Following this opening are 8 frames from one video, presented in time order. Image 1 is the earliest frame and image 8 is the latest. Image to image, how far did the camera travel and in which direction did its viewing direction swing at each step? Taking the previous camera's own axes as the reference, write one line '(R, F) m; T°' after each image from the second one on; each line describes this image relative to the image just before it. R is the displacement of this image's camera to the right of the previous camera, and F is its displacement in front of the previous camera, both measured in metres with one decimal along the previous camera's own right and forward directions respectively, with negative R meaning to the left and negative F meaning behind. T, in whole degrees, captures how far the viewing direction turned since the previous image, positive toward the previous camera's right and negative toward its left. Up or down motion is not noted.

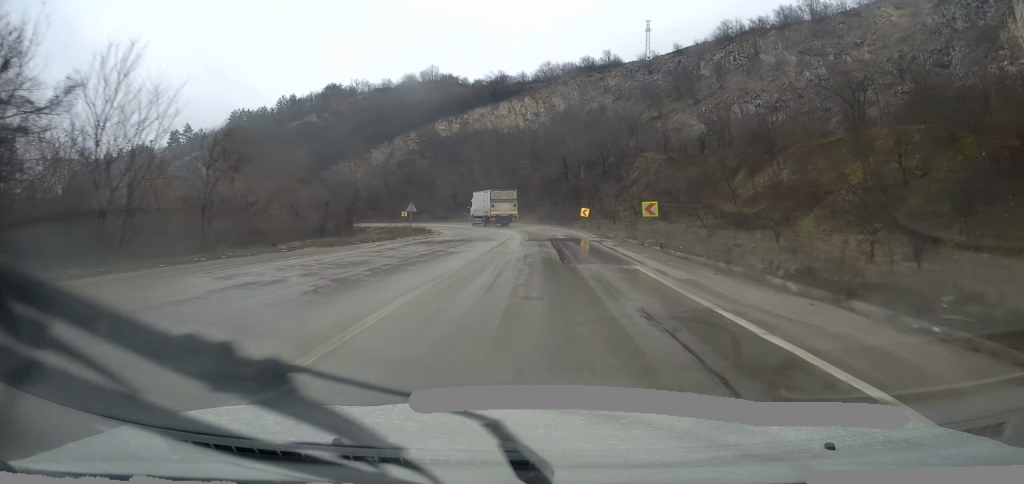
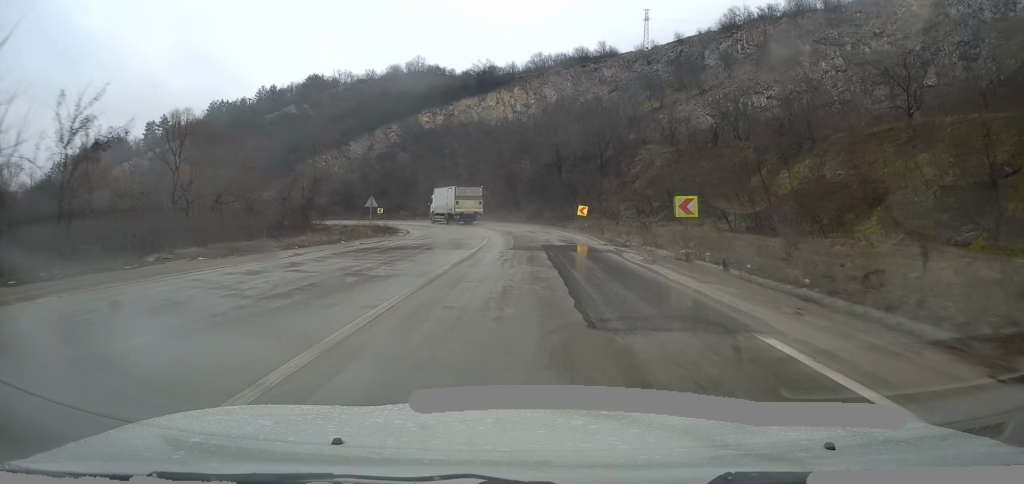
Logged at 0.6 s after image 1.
(+0.2, +9.3) m; +1°
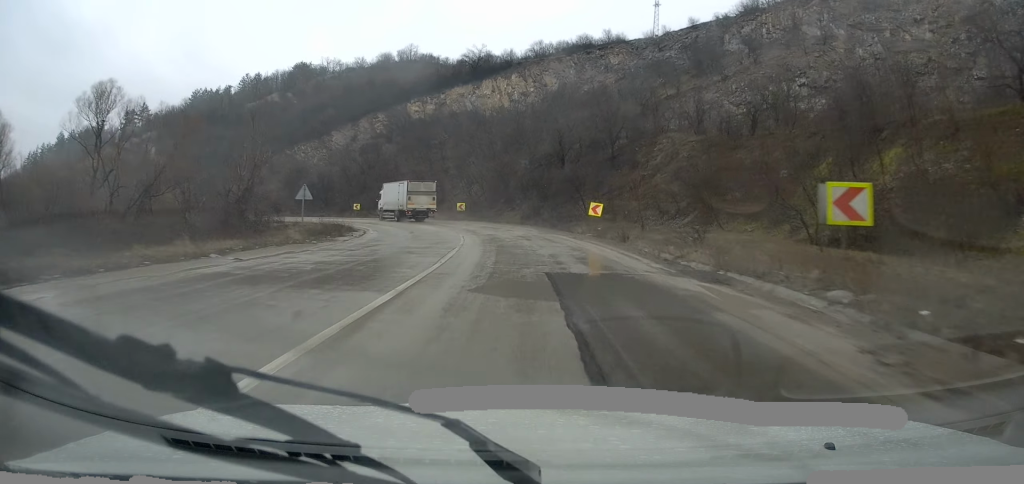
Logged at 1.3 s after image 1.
(-0.1, +11.9) m; 0°
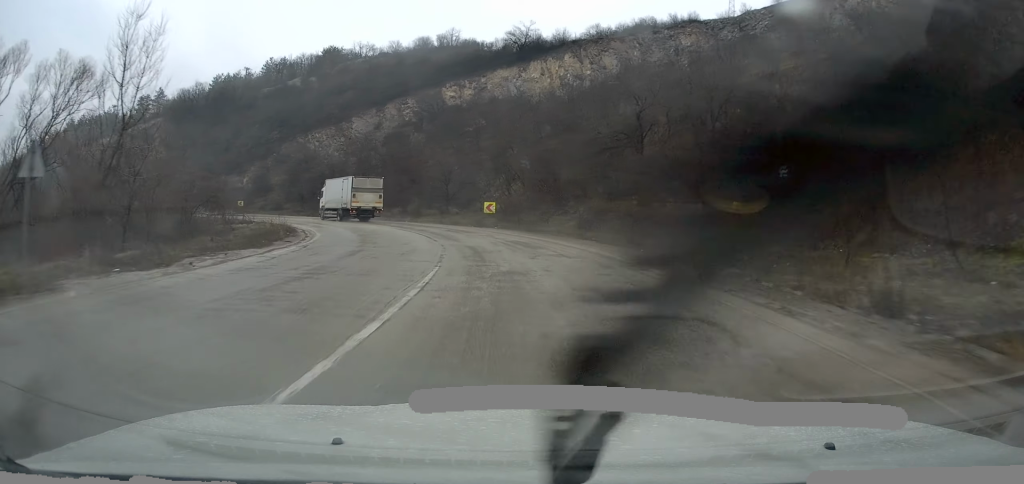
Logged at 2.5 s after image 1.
(+0.3, +19.5) m; -1°
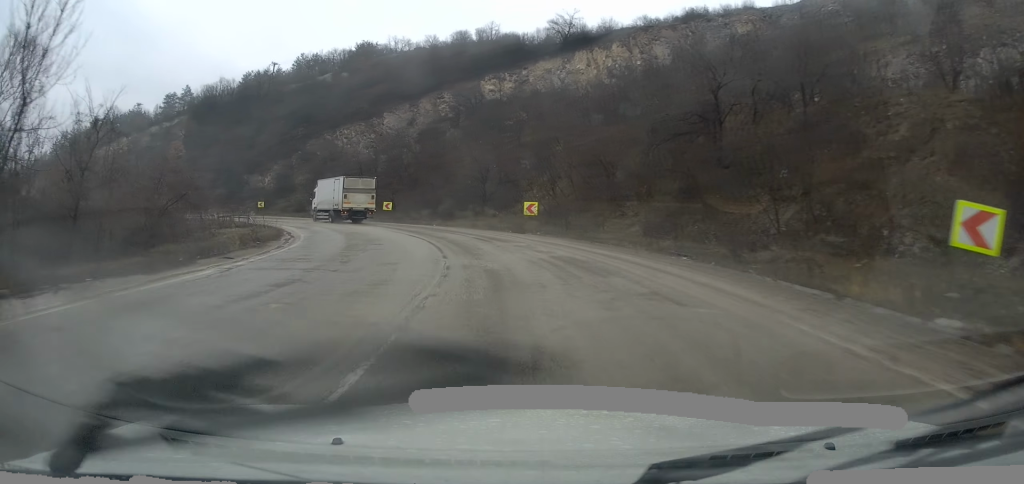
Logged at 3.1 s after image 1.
(-0.3, +8.2) m; -2°
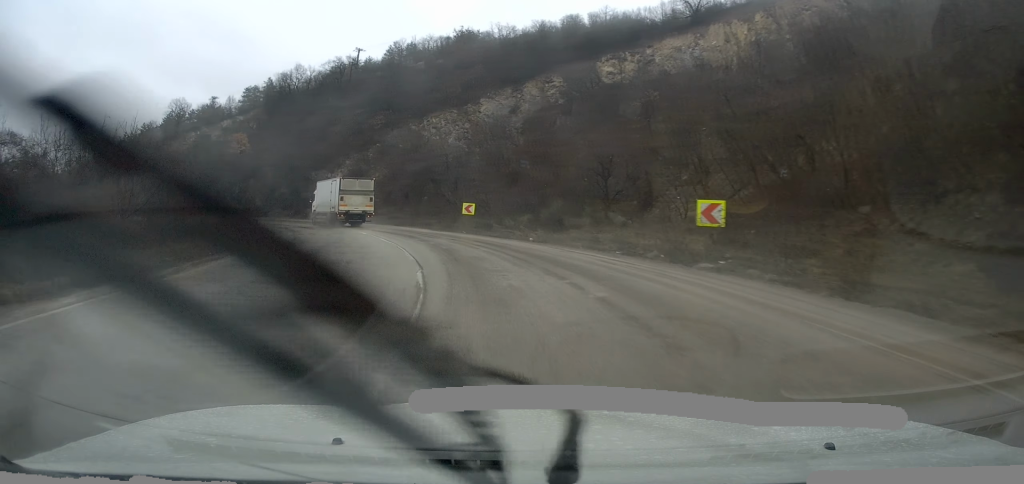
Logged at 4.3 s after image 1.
(-0.9, +18.2) m; -8°
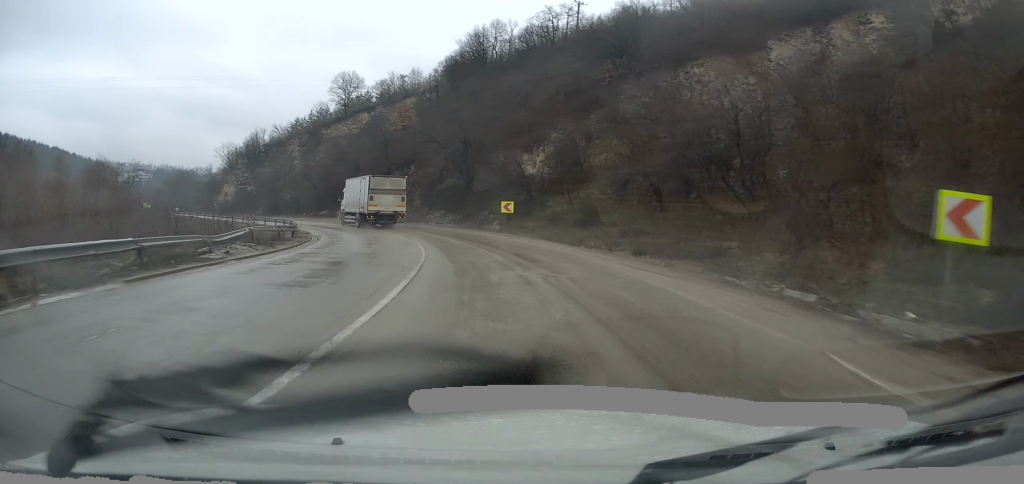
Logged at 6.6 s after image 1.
(-6.6, +32.7) m; -23°
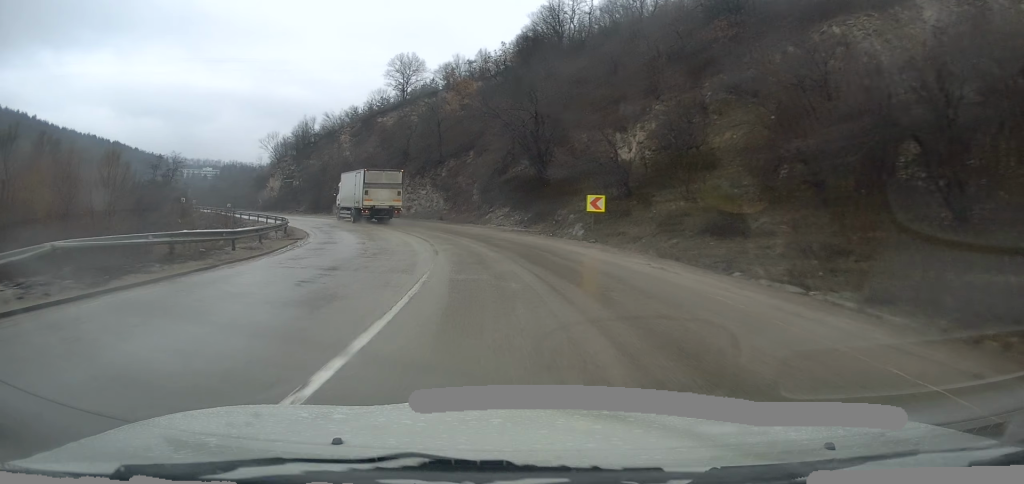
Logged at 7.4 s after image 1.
(-1.0, +12.7) m; -7°
